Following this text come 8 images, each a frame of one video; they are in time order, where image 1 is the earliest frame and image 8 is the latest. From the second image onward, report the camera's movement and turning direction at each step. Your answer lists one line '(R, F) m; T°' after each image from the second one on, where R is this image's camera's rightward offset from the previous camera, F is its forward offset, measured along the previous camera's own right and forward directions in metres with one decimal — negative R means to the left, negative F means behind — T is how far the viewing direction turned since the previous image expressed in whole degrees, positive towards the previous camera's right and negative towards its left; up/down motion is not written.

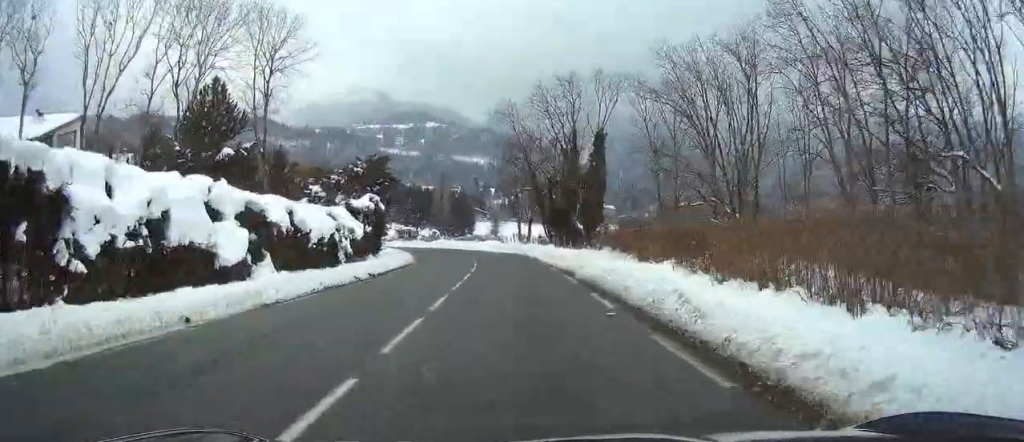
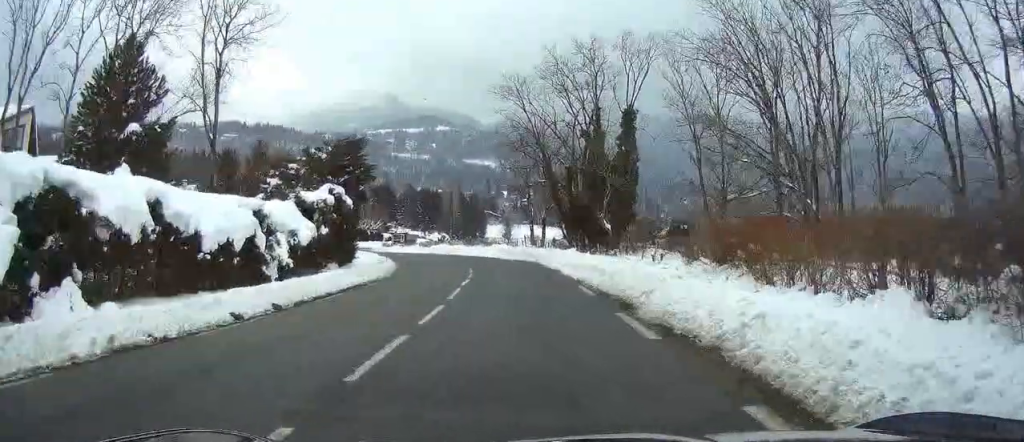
(-0.1, +9.8) m; -2°
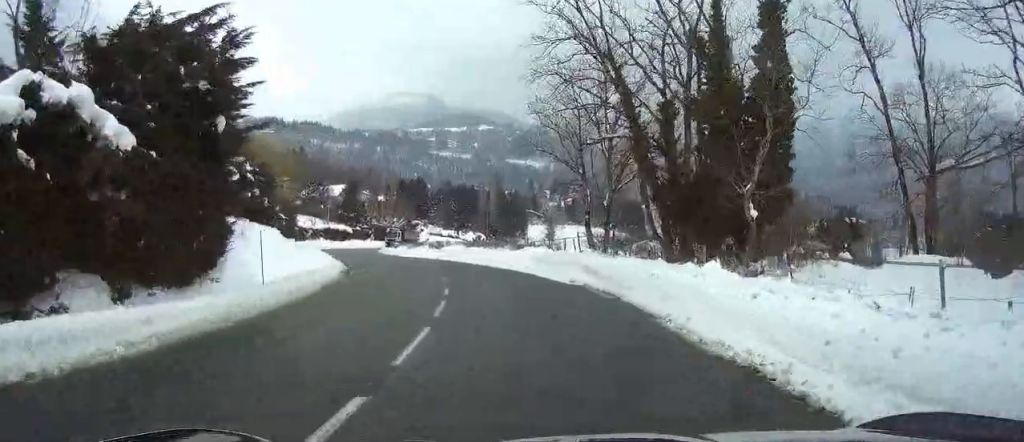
(-0.9, +21.2) m; -4°
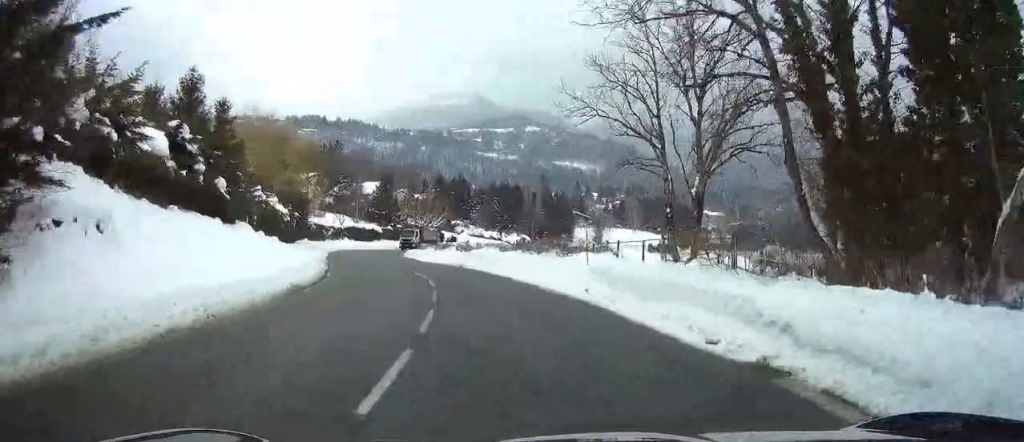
(0.0, +10.8) m; -3°
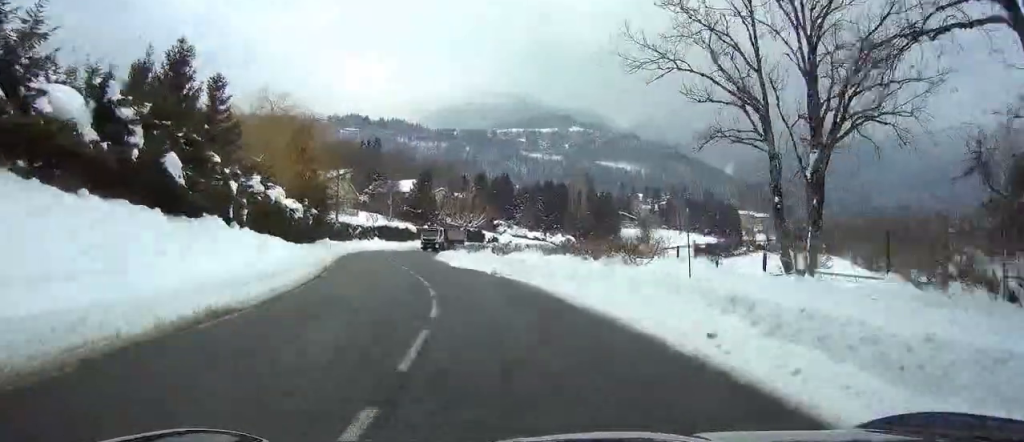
(-0.1, +7.2) m; -3°
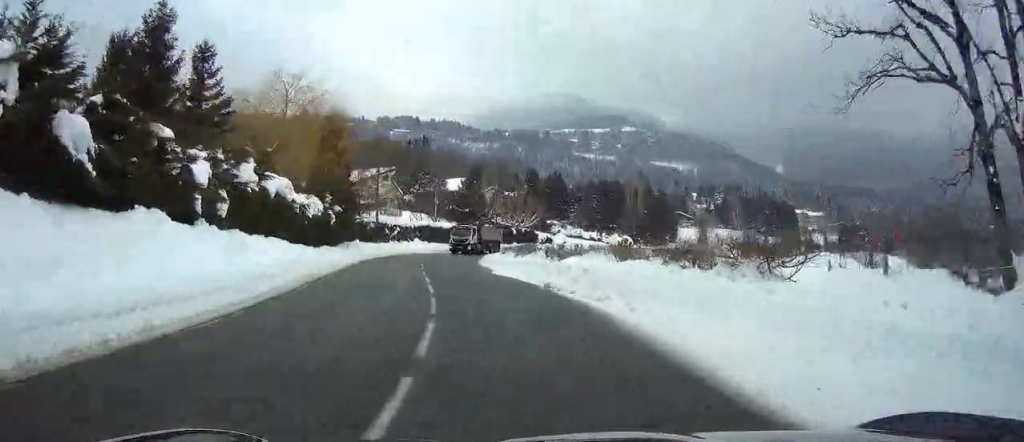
(-0.4, +8.2) m; -4°
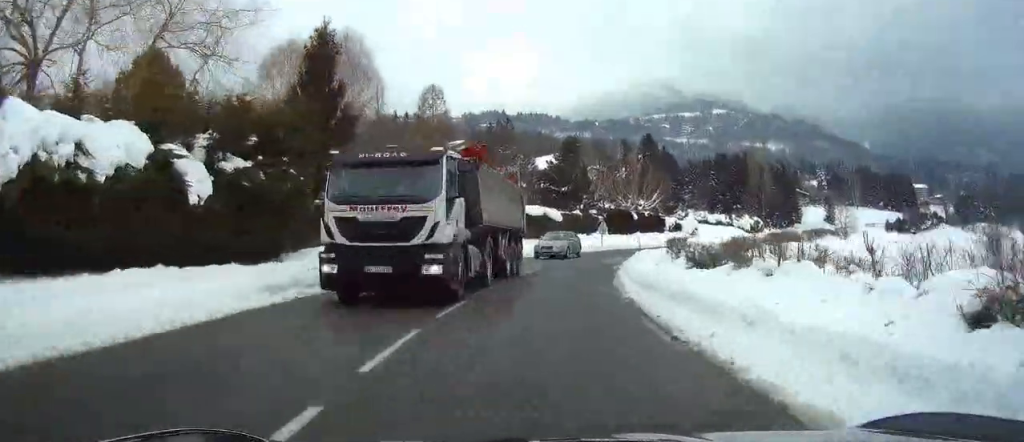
(-3.2, +32.0) m; -8°
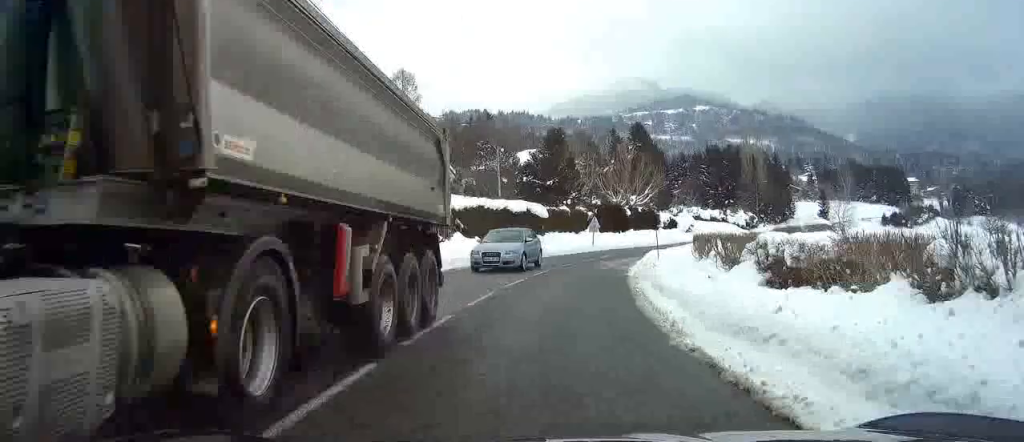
(0.0, +6.1) m; +2°
